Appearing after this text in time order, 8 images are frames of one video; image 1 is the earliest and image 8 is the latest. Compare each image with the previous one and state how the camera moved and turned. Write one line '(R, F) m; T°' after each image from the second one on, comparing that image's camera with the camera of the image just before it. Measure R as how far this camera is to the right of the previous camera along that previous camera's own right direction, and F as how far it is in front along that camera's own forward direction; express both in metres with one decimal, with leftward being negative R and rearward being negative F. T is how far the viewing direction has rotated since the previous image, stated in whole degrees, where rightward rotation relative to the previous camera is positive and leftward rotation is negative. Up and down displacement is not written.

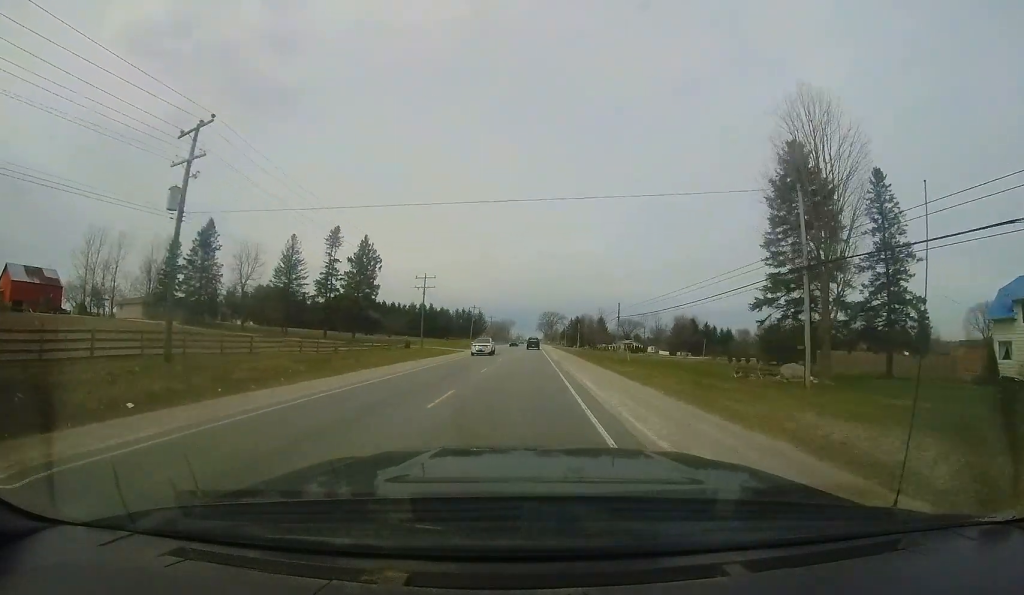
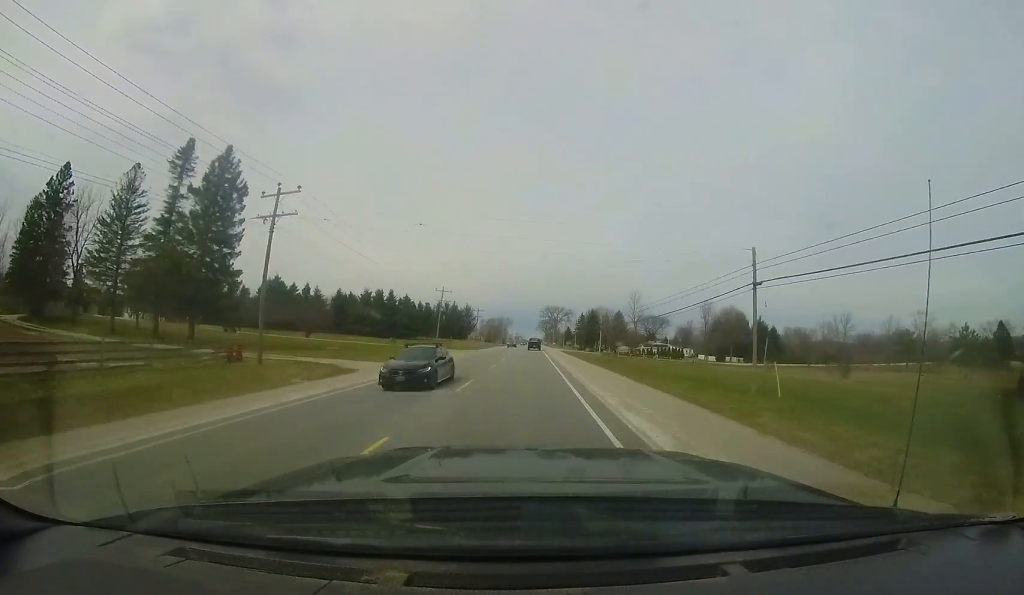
(-0.3, +32.4) m; -1°
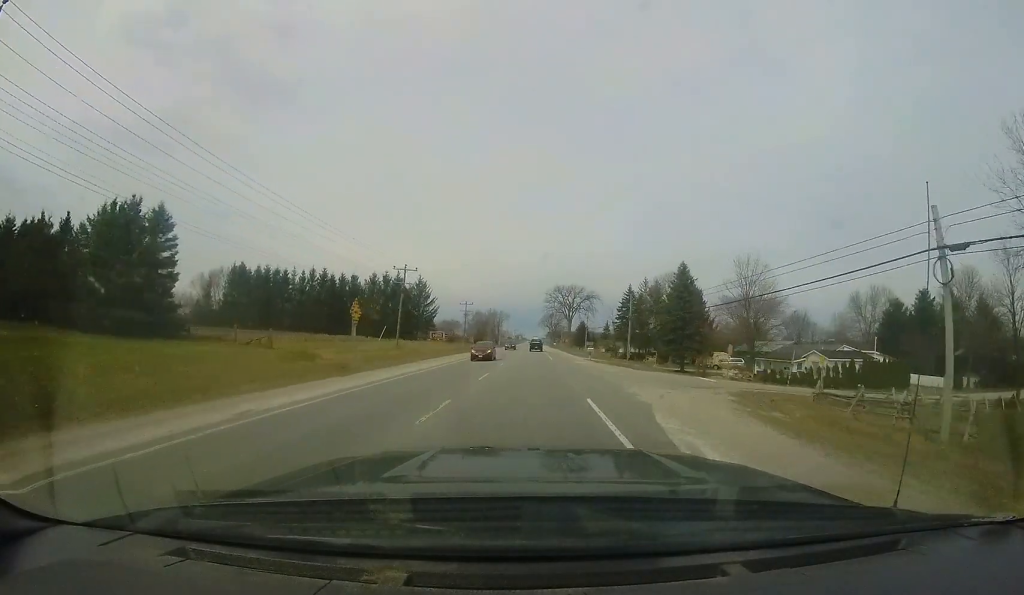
(+0.5, +59.0) m; 0°
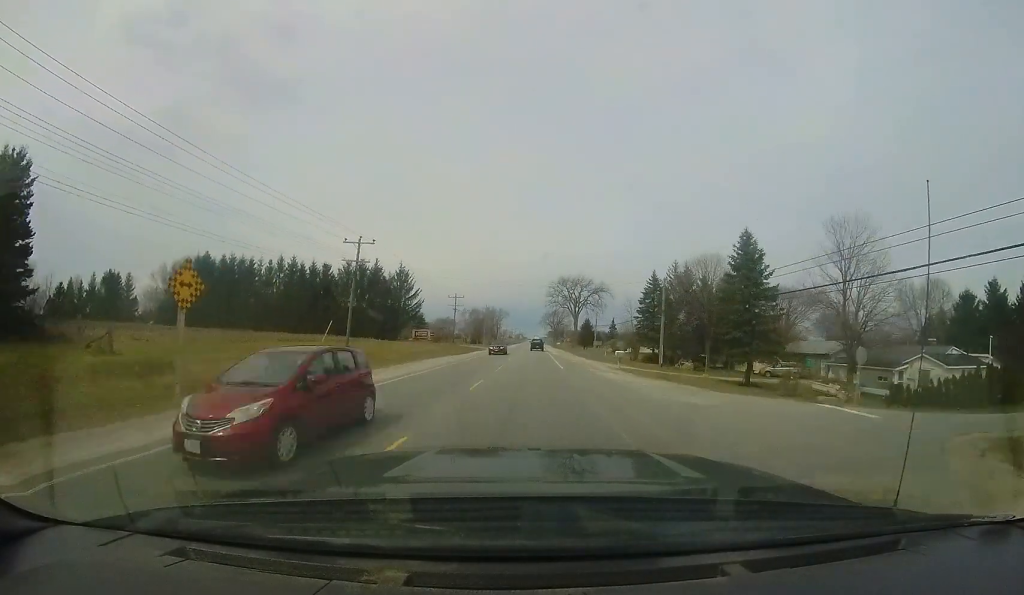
(0.0, +12.1) m; +1°
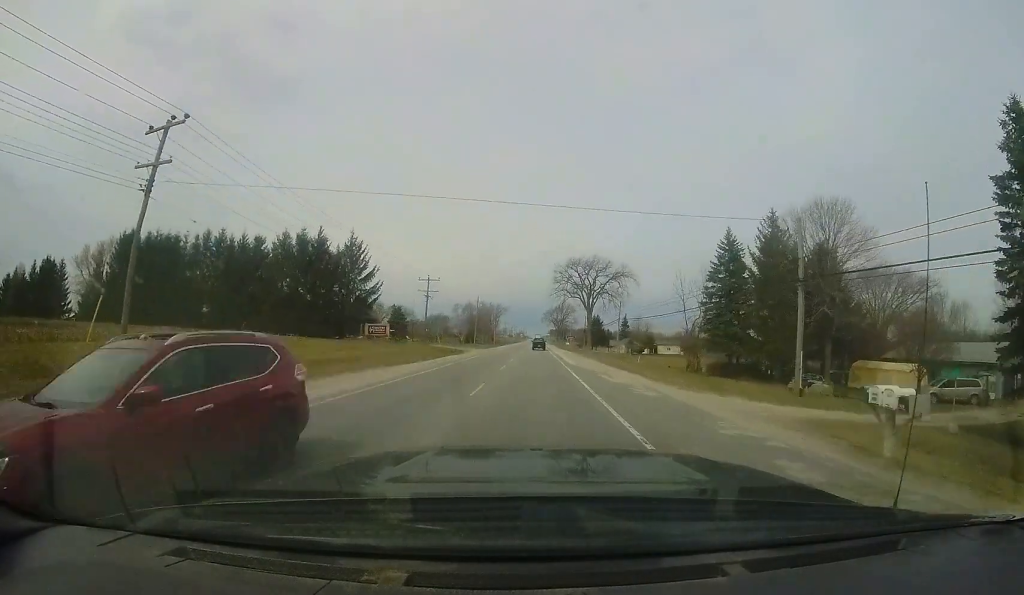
(+0.2, +19.6) m; 0°
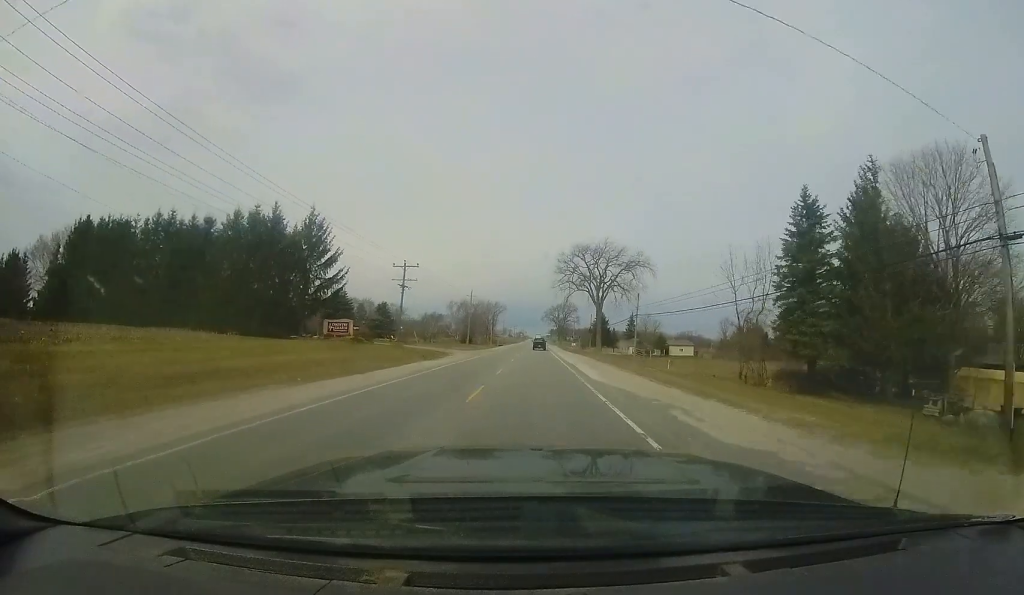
(+0.1, +9.8) m; 0°
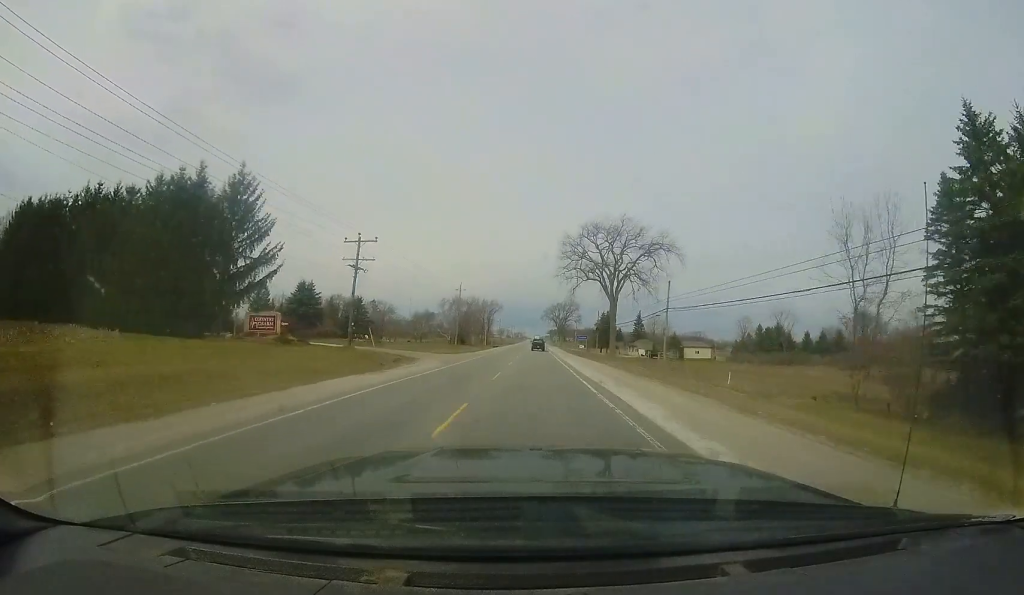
(-0.2, +11.3) m; 0°
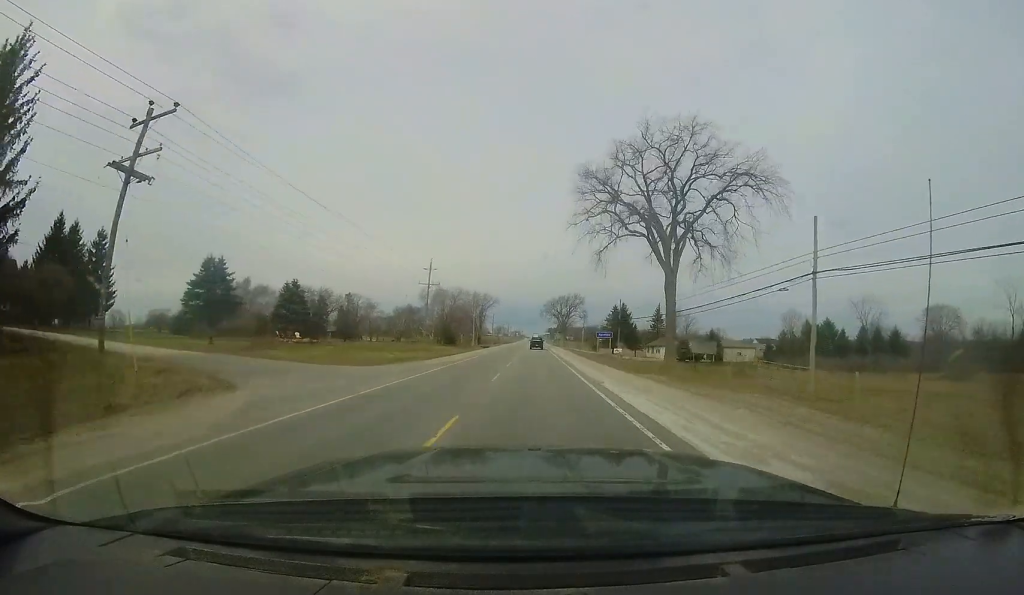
(0.0, +20.3) m; 0°
